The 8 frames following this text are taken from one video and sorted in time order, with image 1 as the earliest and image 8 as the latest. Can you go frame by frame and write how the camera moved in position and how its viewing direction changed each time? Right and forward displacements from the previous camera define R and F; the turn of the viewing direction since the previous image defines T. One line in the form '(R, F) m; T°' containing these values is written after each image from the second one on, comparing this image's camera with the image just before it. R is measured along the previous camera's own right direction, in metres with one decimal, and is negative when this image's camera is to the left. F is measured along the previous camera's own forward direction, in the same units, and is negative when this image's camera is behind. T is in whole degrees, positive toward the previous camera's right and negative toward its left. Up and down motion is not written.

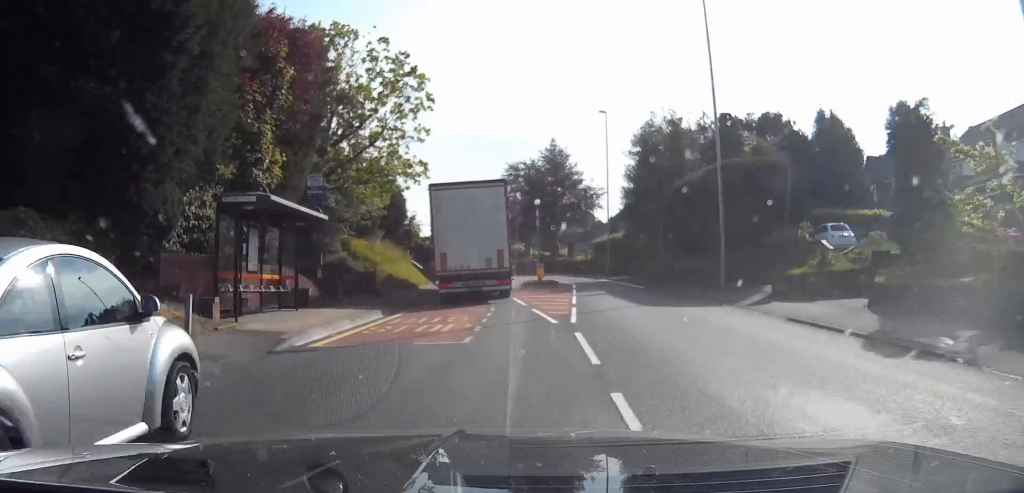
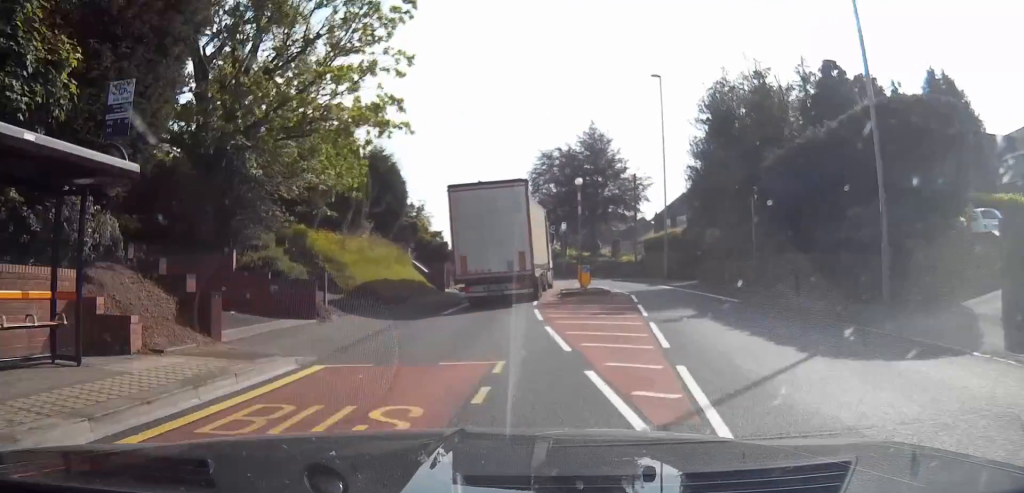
(-0.1, +10.8) m; -1°
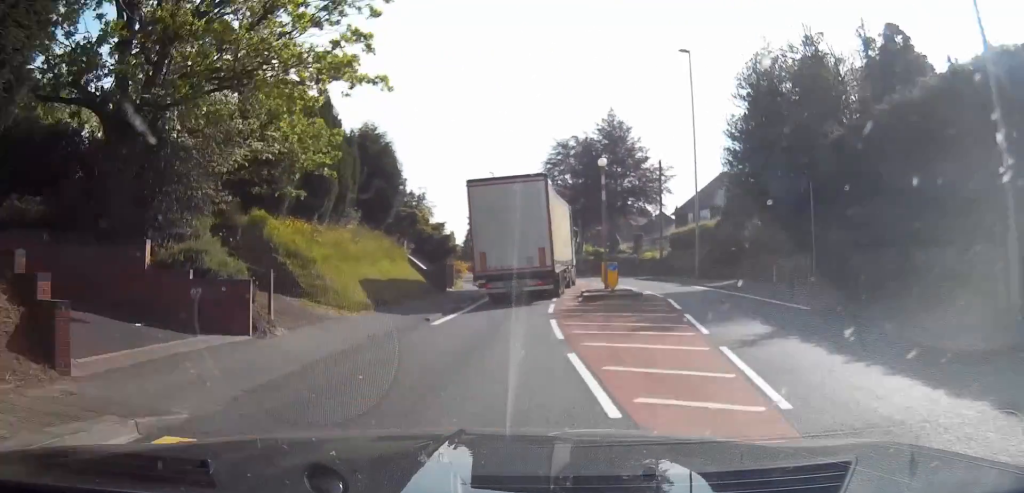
(-0.1, +4.9) m; -1°
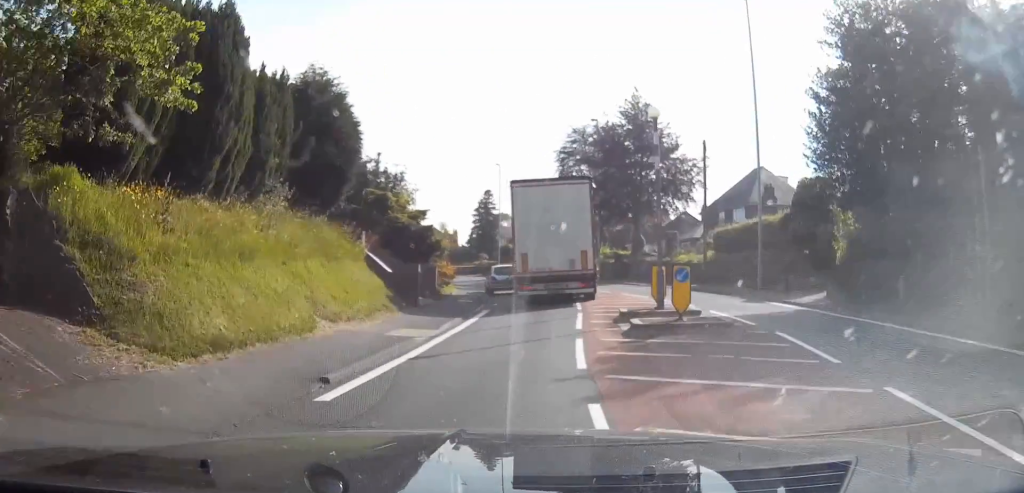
(-0.1, +9.4) m; 0°
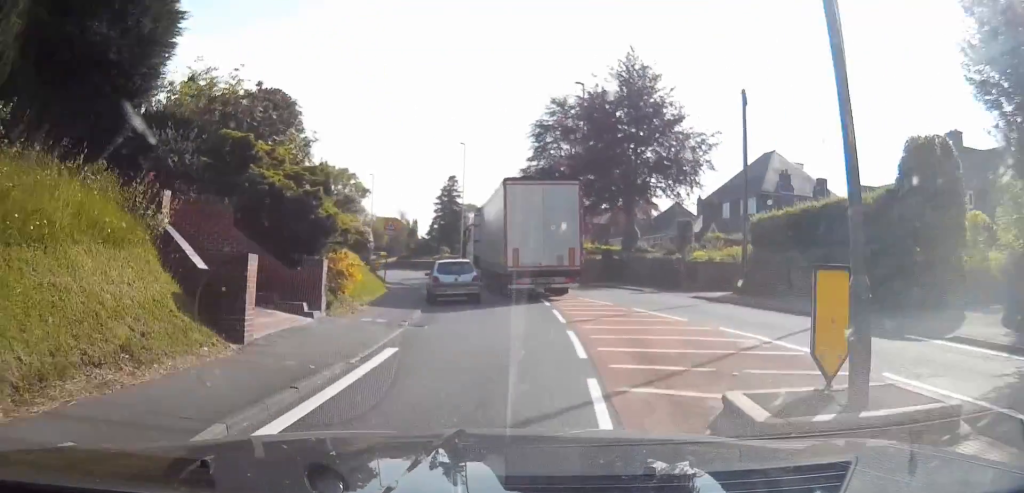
(0.0, +11.2) m; +1°
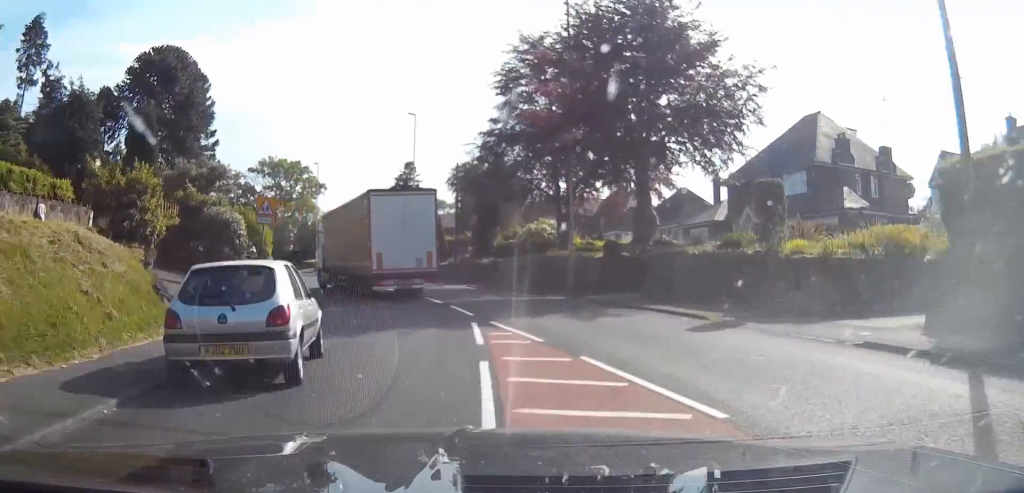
(+0.3, +15.2) m; -3°
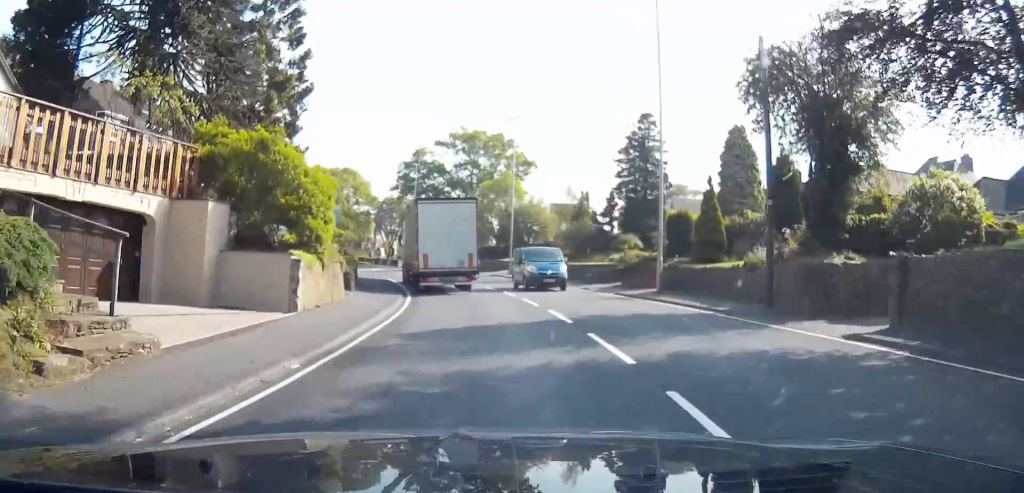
(-3.8, +25.0) m; -15°
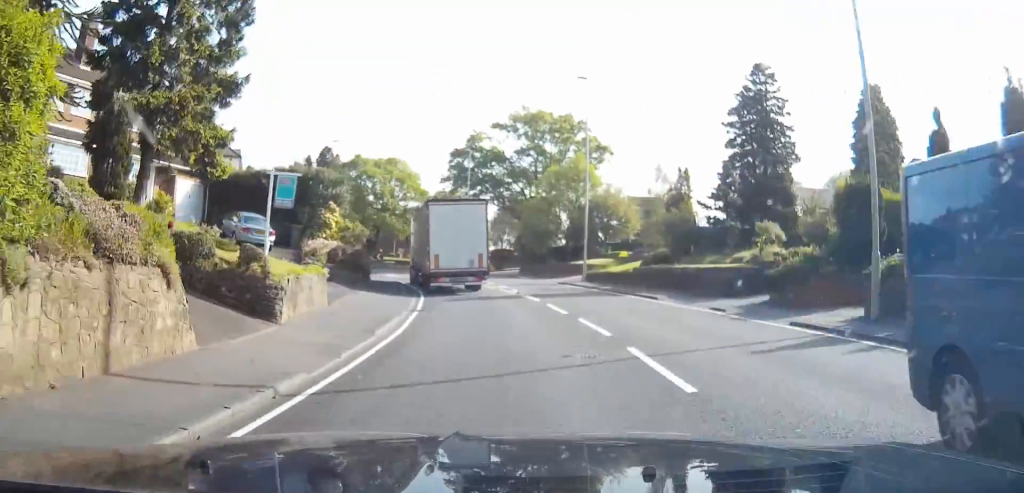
(-0.6, +13.5) m; -7°
